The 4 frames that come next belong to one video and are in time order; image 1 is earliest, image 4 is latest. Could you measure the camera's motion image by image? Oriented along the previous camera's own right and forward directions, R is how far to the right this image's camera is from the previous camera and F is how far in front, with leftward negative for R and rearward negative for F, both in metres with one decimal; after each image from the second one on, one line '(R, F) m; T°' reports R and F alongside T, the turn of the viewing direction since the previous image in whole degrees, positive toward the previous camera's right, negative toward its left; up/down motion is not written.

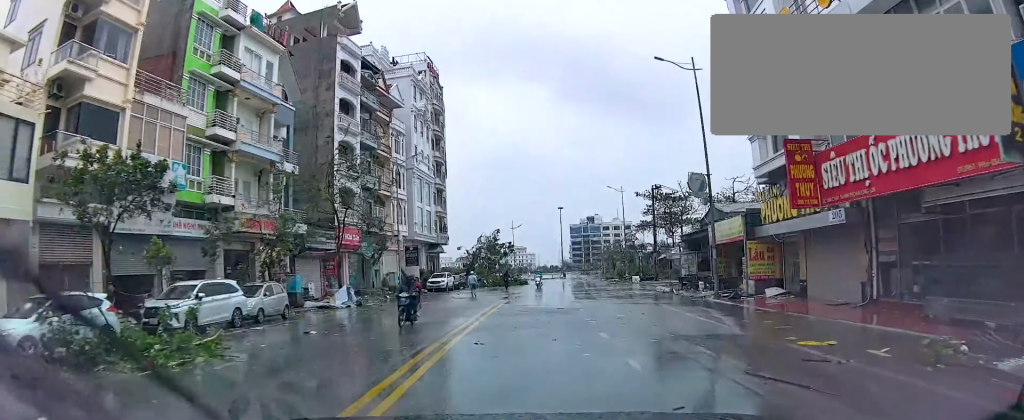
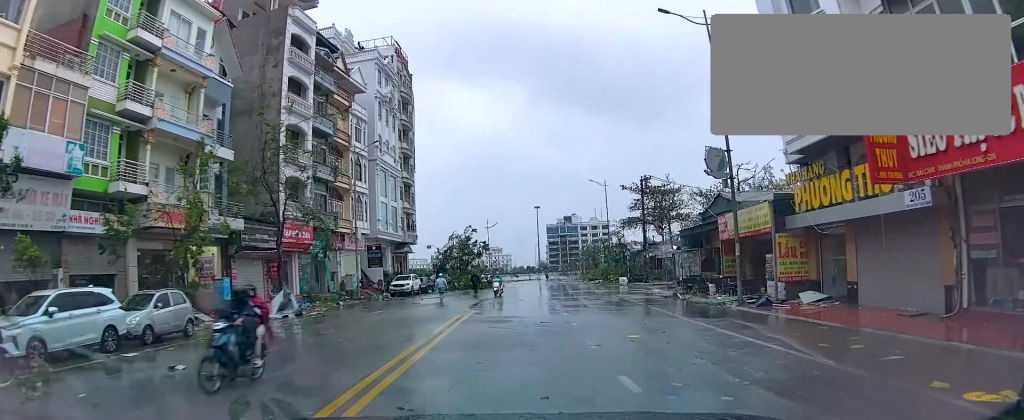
(+0.3, +5.7) m; 0°
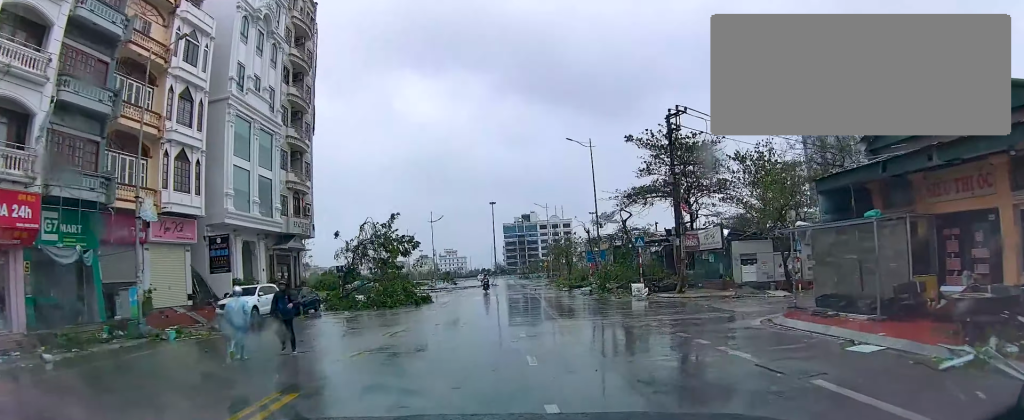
(+1.3, +22.3) m; +7°
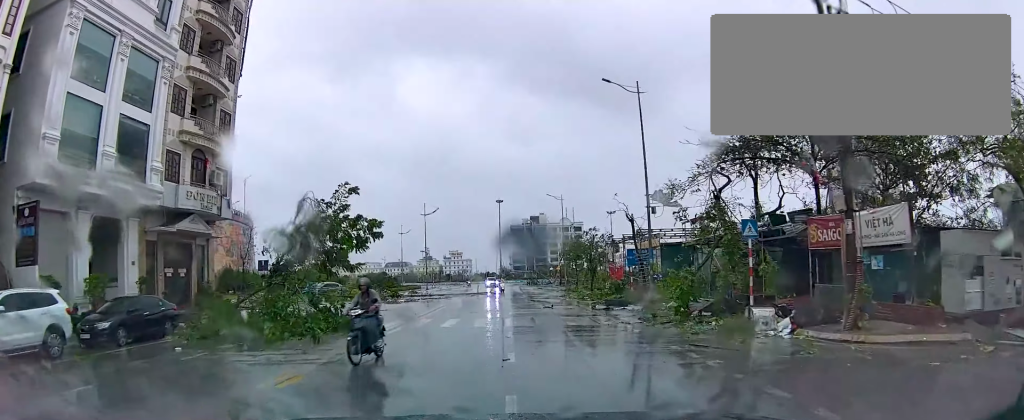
(0.0, +15.4) m; 0°
